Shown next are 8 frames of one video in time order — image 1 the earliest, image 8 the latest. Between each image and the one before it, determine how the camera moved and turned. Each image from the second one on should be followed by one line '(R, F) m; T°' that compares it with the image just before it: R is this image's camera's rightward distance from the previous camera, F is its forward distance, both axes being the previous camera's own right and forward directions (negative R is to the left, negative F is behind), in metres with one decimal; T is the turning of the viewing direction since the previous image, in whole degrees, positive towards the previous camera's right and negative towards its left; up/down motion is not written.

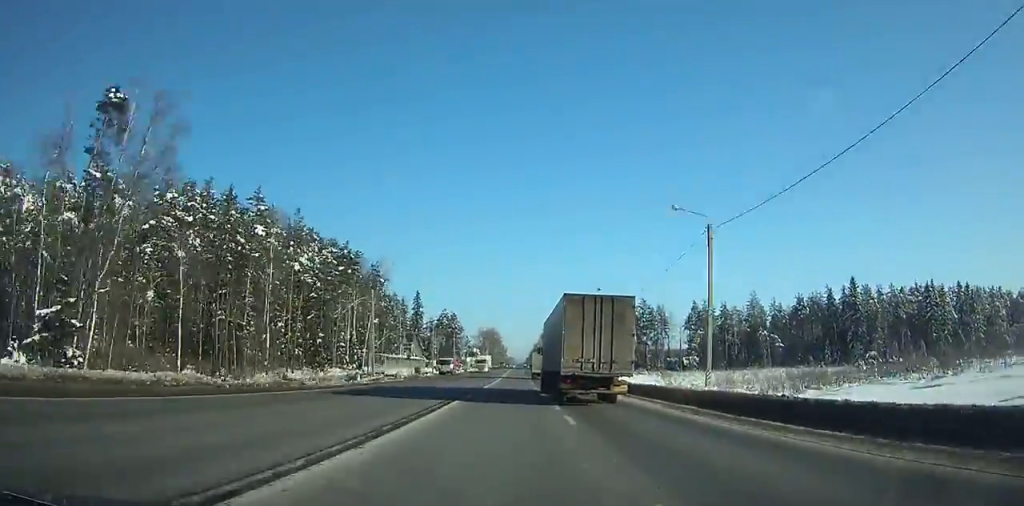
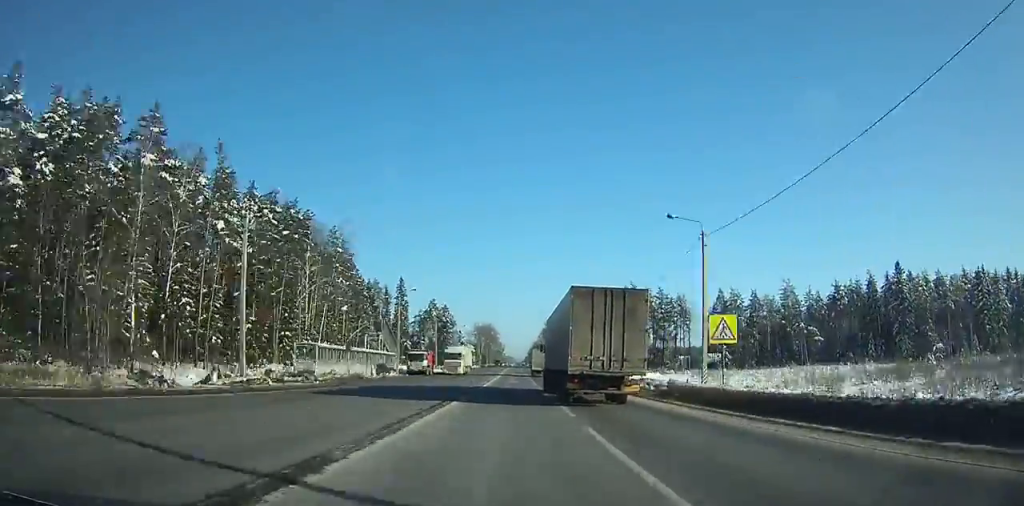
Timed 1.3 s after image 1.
(-0.1, +29.0) m; 0°
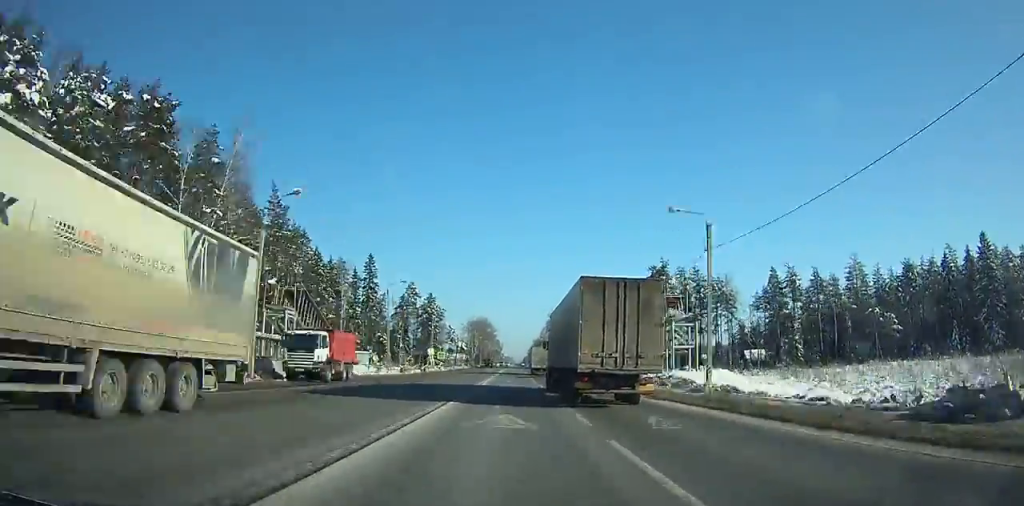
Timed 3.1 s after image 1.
(-0.1, +39.7) m; 0°
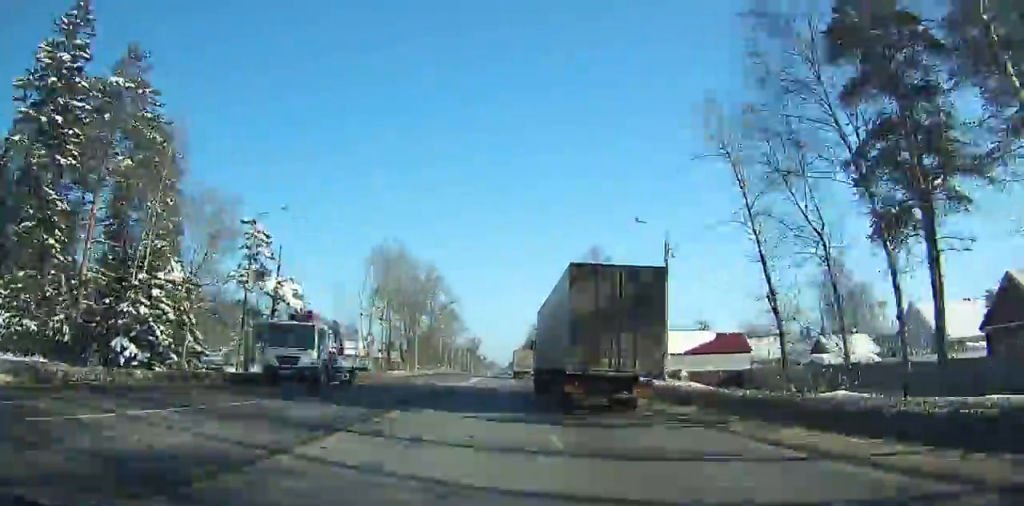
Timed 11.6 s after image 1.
(+1.3, +168.3) m; +1°
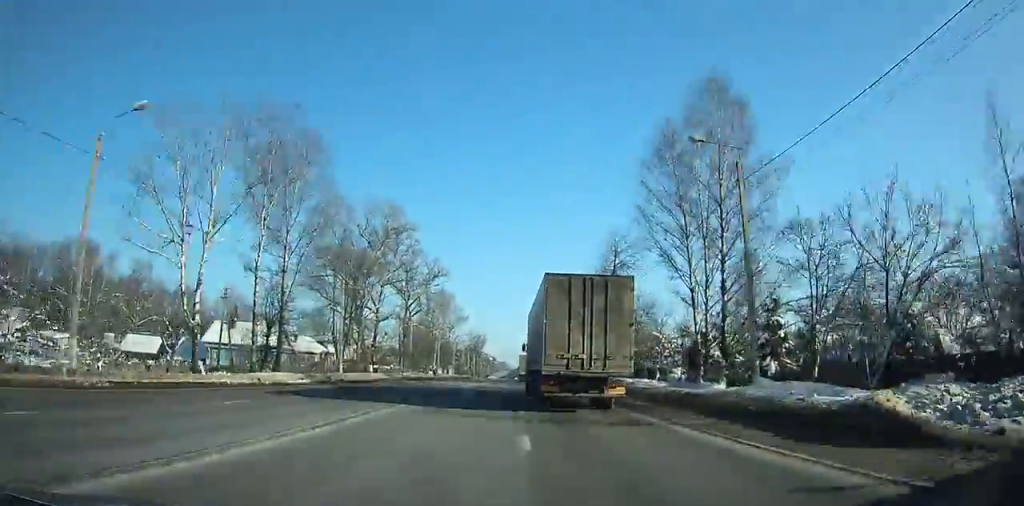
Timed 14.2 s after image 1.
(-0.4, +46.6) m; 0°
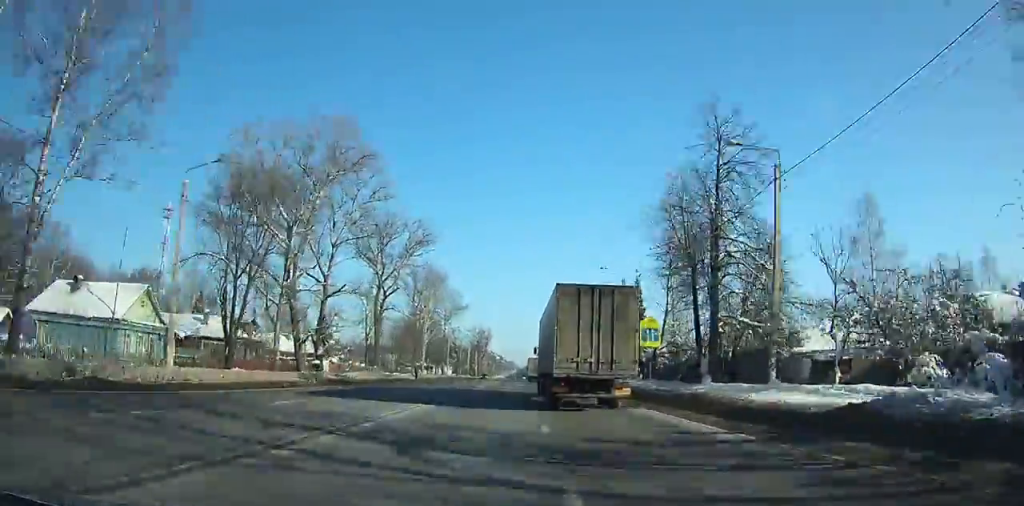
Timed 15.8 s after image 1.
(0.0, +28.4) m; 0°
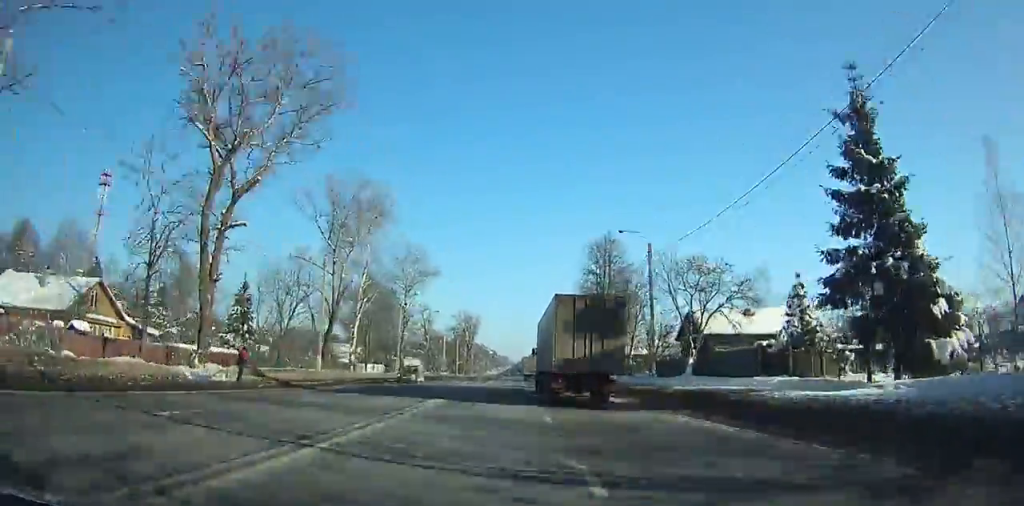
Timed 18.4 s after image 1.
(0.0, +45.9) m; 0°
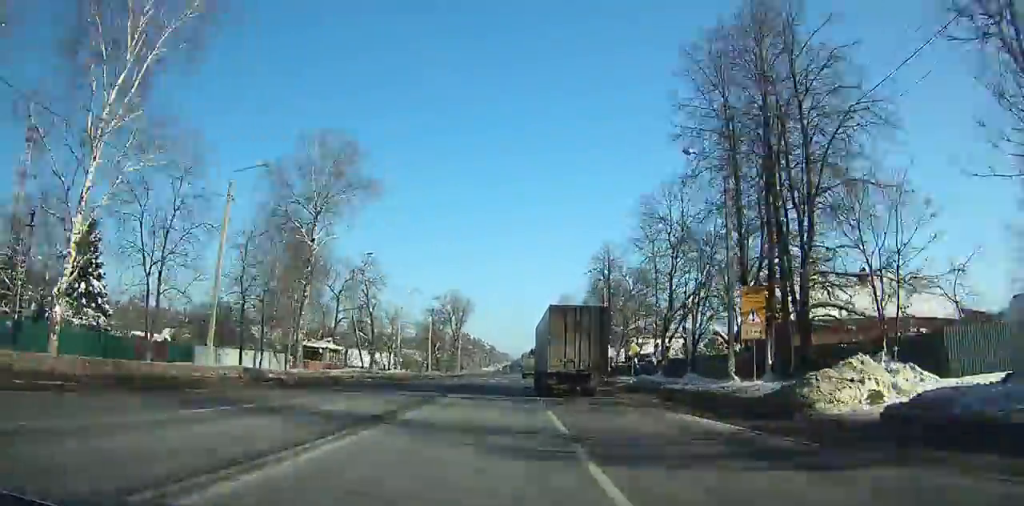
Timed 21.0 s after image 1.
(0.0, +45.8) m; 0°
